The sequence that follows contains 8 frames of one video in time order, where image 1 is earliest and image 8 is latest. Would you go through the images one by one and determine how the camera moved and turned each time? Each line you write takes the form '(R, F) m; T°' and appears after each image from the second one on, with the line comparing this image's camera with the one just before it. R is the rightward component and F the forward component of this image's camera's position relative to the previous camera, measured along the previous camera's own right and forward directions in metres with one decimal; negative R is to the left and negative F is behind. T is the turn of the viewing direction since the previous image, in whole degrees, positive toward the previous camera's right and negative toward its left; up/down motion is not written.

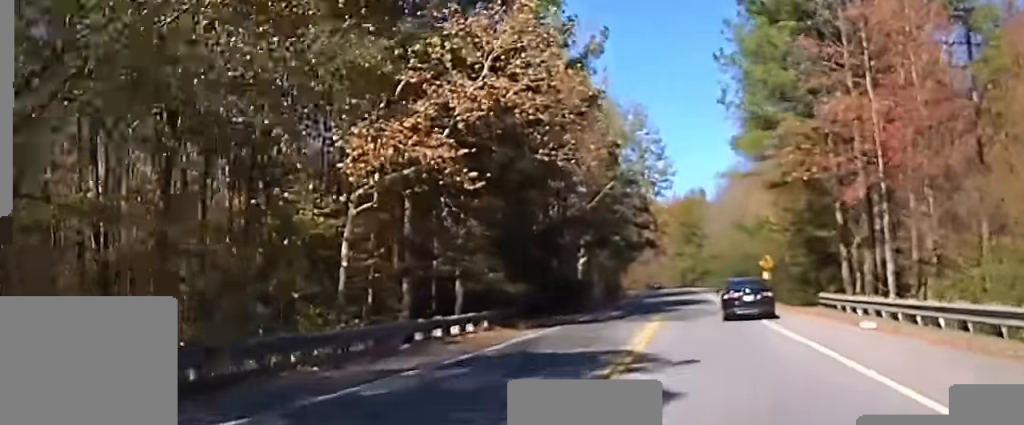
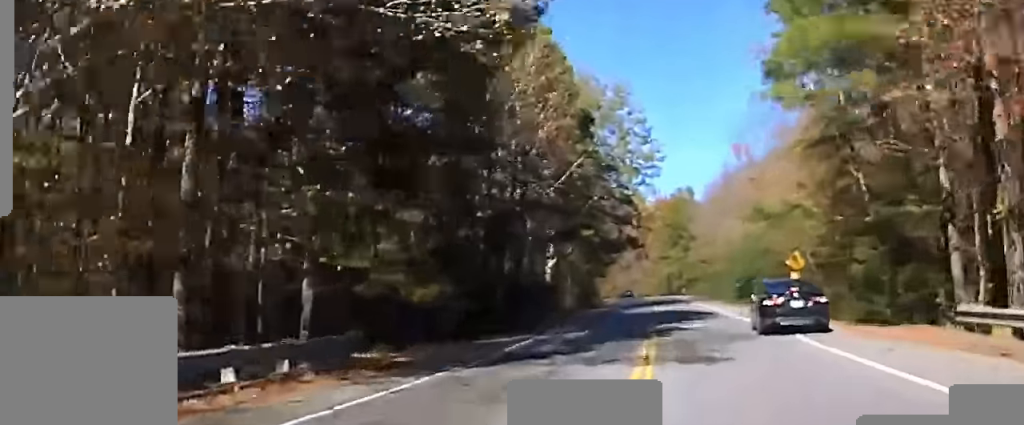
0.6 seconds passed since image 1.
(+0.1, +18.9) m; +1°
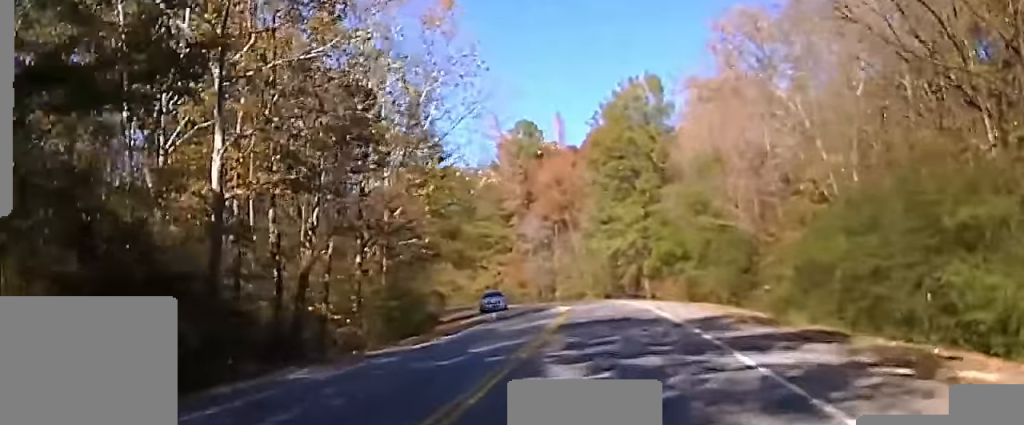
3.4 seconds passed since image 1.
(+1.8, +85.1) m; 0°
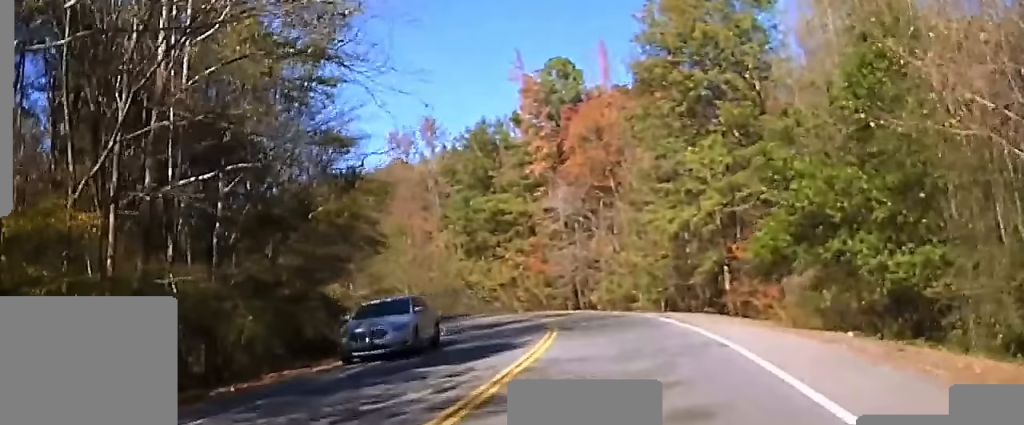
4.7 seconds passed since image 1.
(-0.9, +27.8) m; -4°
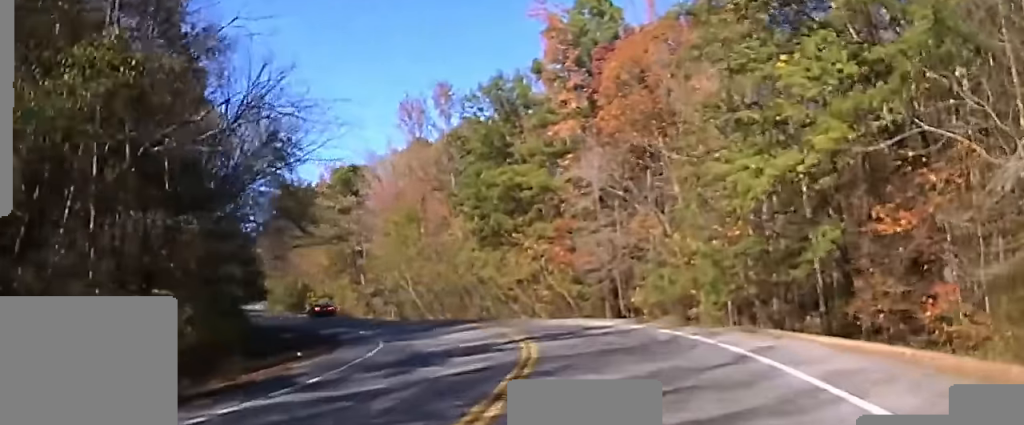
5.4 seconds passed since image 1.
(-0.3, +14.9) m; -4°
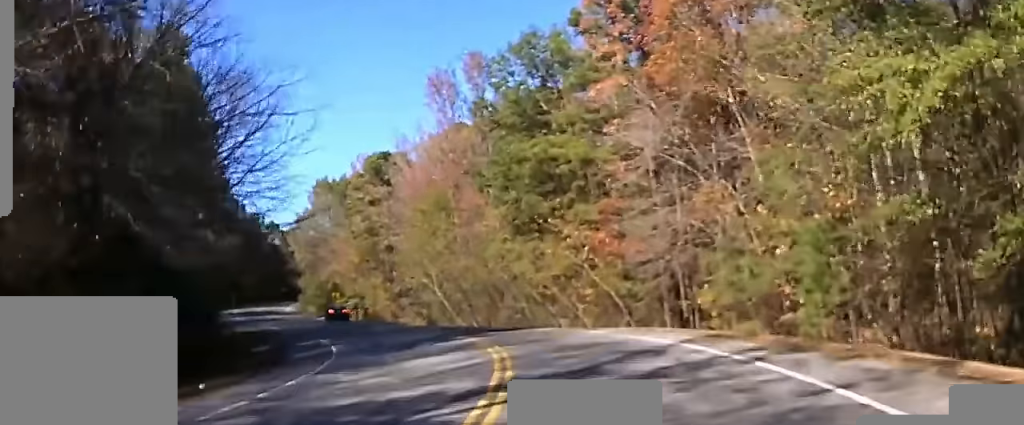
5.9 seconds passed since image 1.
(-0.3, +9.6) m; -5°
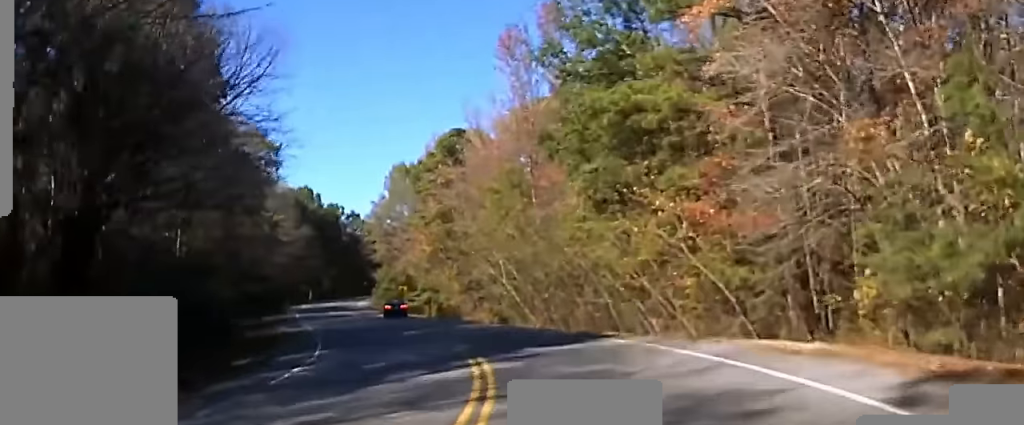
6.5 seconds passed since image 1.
(-0.3, +10.1) m; -6°
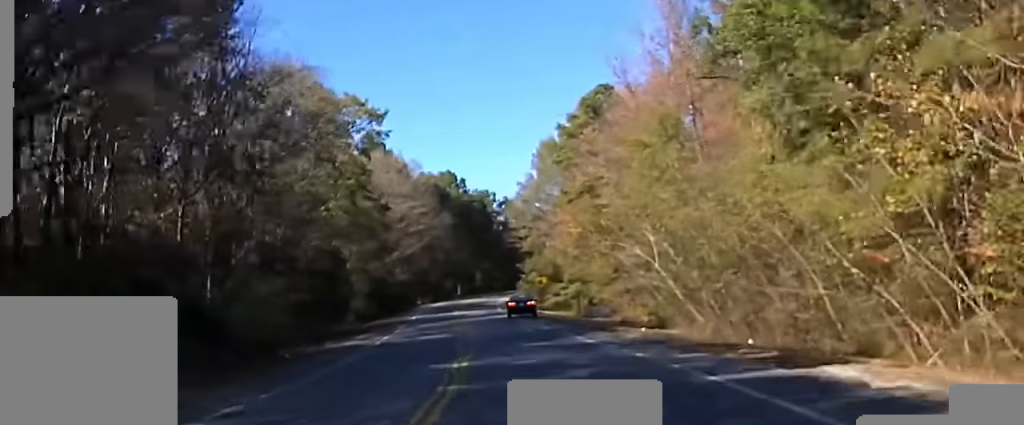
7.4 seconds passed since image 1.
(-1.8, +17.0) m; -13°
